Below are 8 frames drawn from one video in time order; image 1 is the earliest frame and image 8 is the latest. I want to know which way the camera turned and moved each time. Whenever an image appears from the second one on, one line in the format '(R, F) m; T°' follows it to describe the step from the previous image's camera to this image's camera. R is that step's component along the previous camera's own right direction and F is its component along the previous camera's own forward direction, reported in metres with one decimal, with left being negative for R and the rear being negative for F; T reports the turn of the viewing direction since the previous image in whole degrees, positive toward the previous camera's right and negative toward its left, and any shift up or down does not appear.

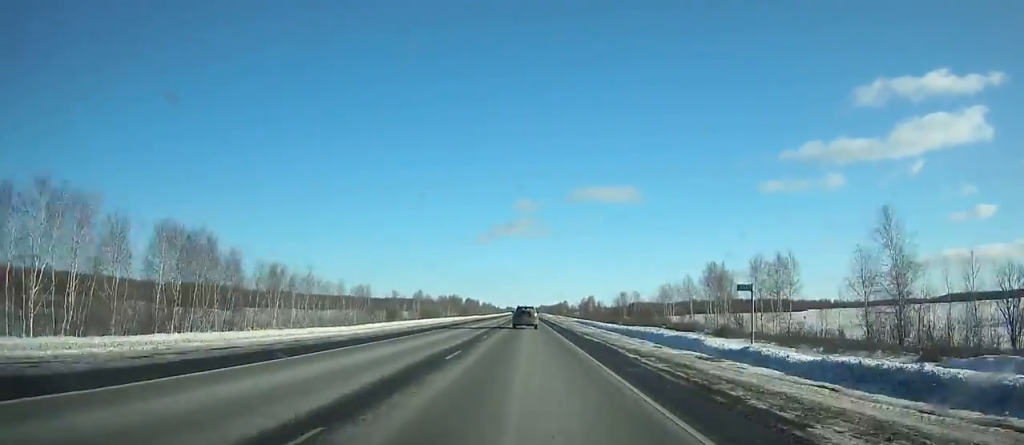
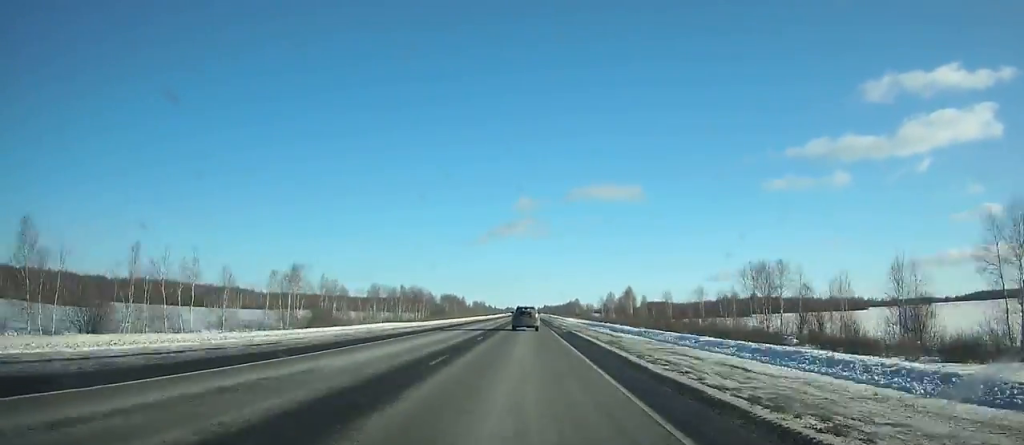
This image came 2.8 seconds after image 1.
(+0.1, +83.8) m; 0°
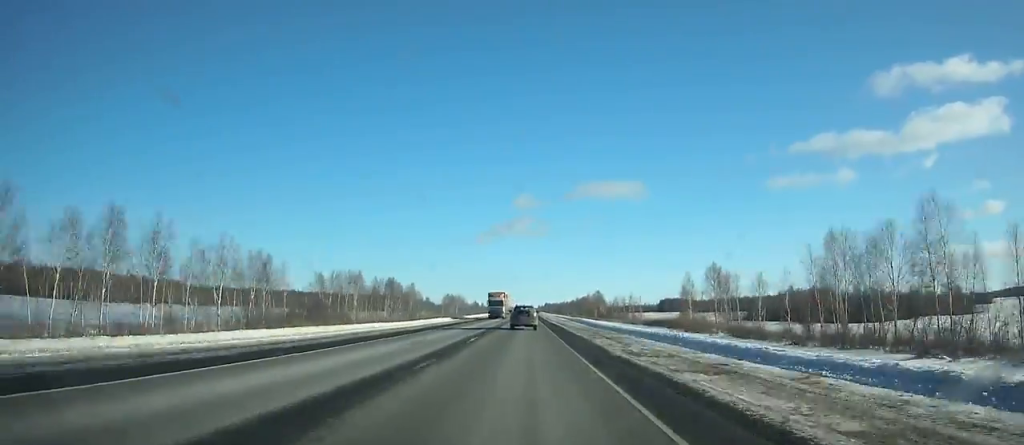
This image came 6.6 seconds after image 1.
(-0.1, +111.0) m; 0°
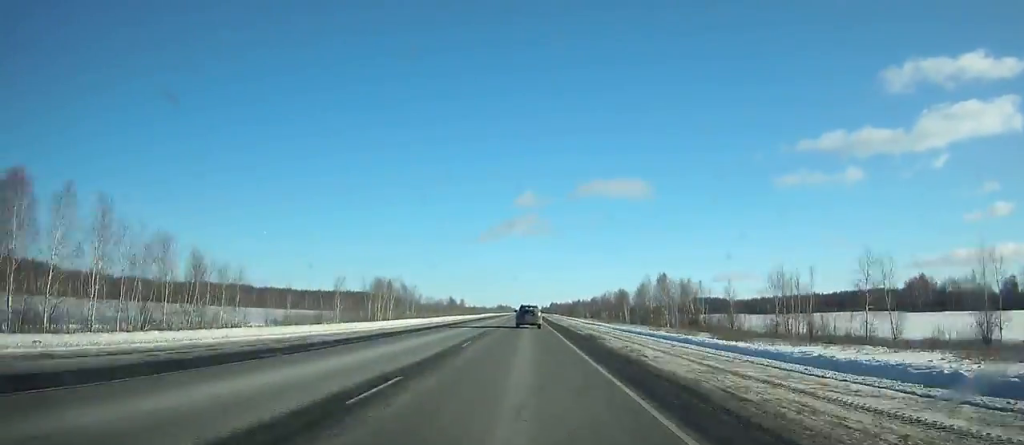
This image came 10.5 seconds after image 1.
(-0.1, +112.1) m; 0°
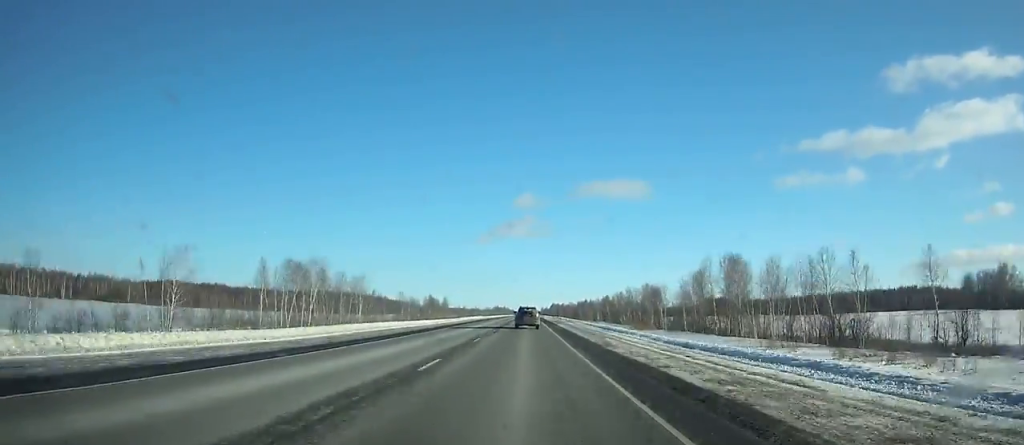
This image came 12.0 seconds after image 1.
(0.0, +43.1) m; 0°
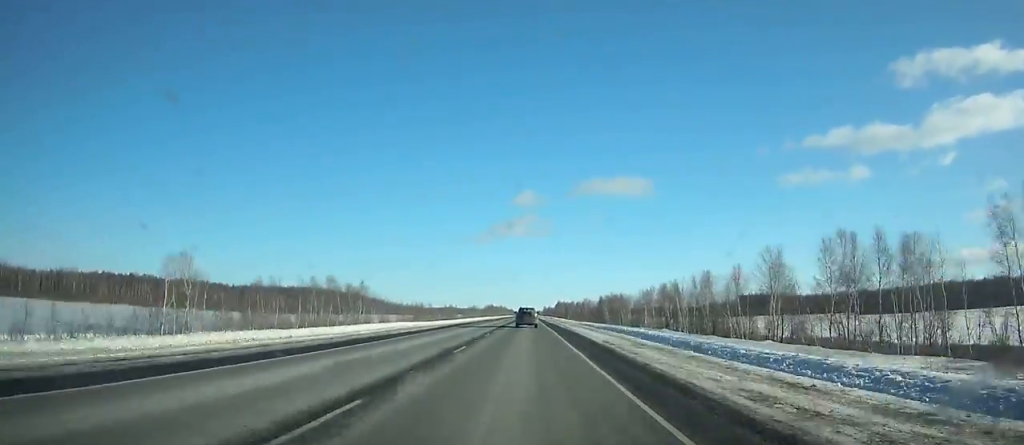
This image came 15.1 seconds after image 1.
(0.0, +89.4) m; 0°
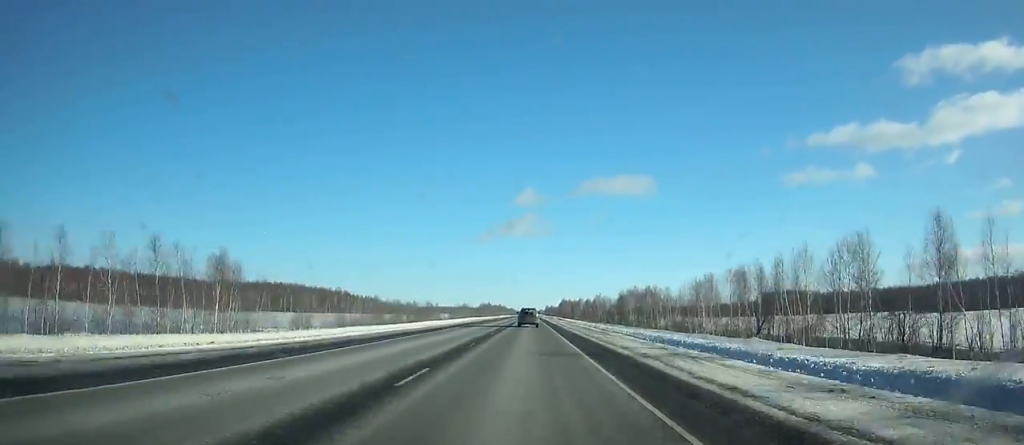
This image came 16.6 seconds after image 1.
(0.0, +43.7) m; 0°
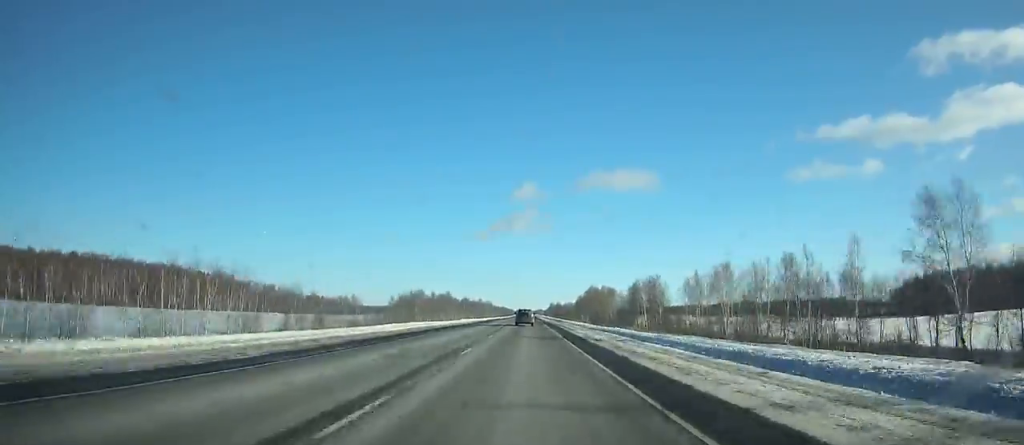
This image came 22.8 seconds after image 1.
(-0.1, +183.1) m; 0°
